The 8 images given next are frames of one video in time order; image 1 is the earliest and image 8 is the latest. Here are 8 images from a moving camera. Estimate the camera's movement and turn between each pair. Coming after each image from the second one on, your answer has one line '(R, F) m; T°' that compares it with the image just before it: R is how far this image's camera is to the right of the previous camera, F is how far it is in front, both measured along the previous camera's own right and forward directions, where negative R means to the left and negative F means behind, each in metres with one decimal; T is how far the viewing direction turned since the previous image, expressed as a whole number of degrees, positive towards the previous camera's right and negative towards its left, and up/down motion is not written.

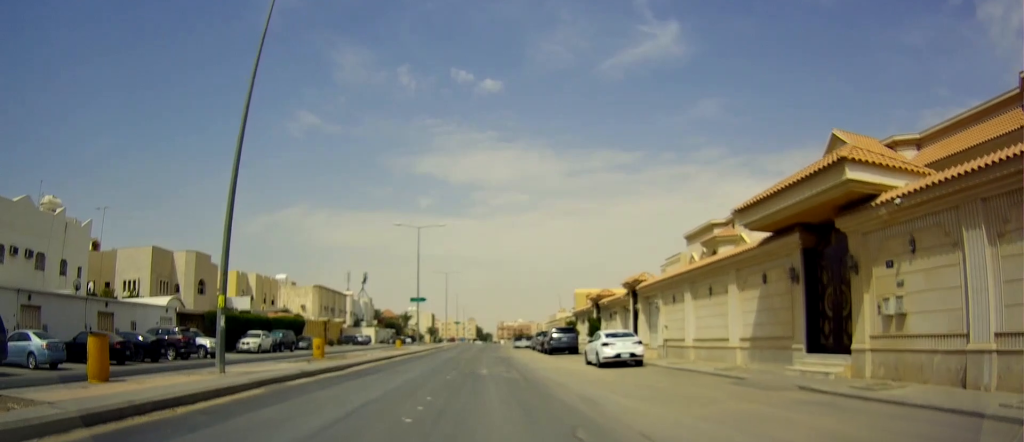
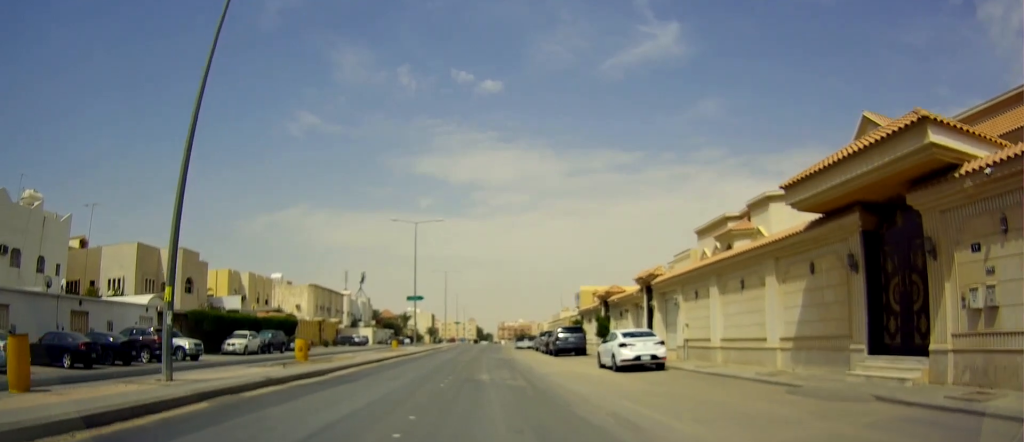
(0.0, +2.8) m; +1°
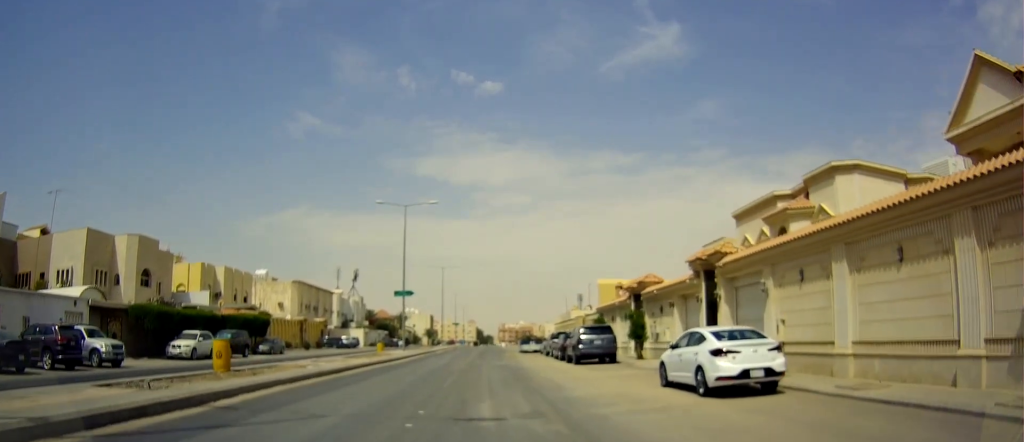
(+0.2, +8.2) m; +3°
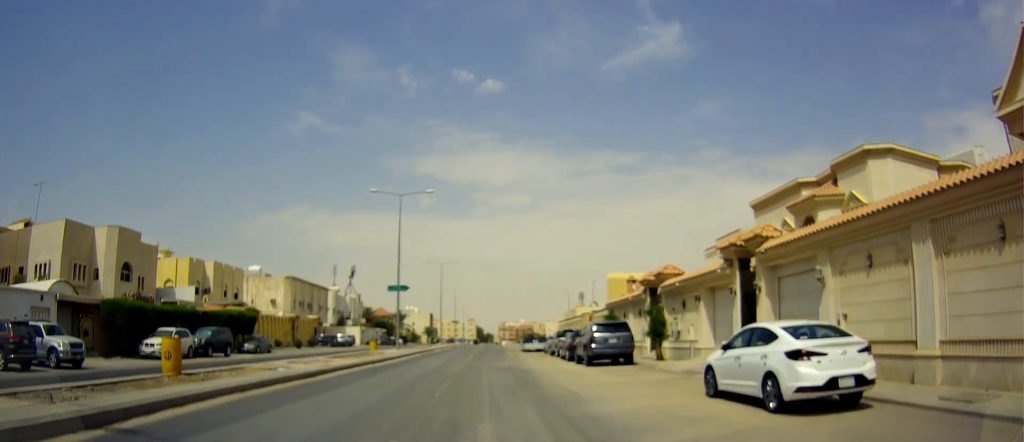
(0.0, +3.1) m; +2°
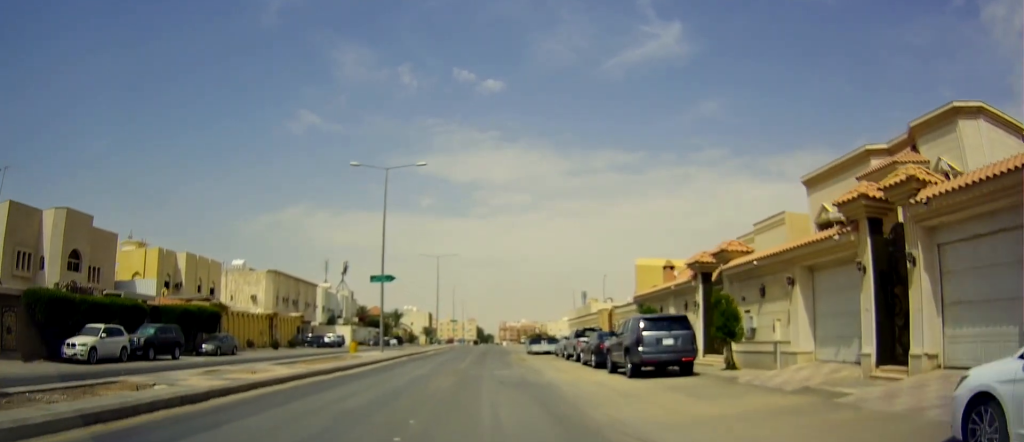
(+0.3, +7.1) m; 0°
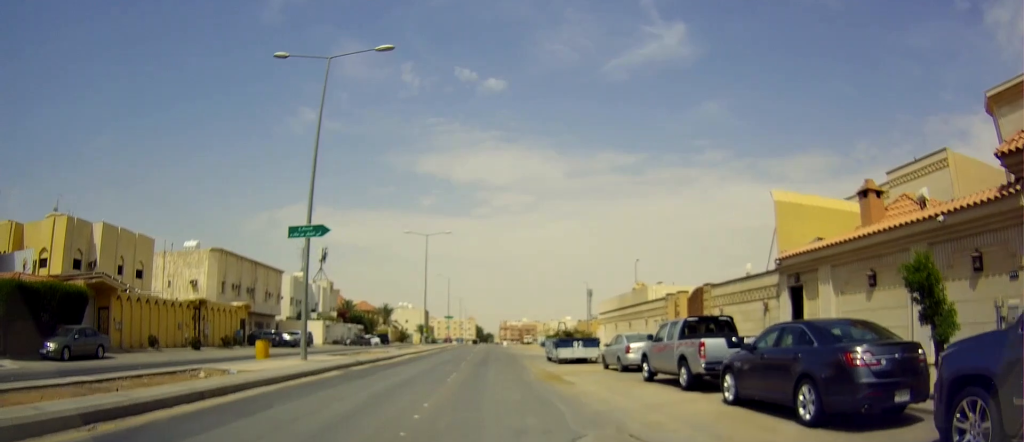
(-0.6, +16.3) m; -1°
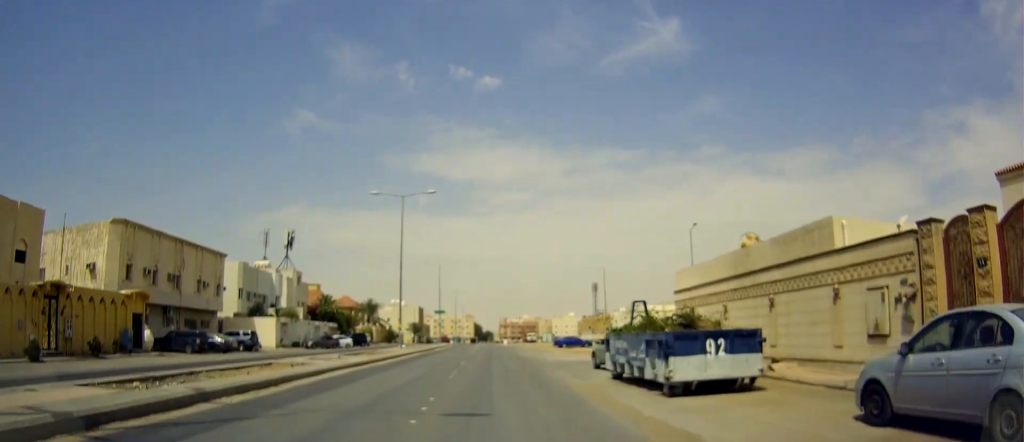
(-0.1, +17.7) m; -1°
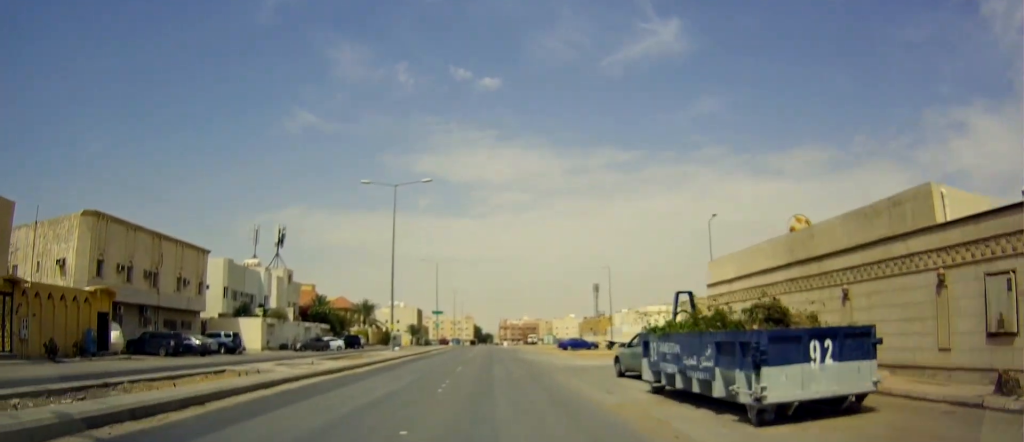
(0.0, +3.9) m; +1°
